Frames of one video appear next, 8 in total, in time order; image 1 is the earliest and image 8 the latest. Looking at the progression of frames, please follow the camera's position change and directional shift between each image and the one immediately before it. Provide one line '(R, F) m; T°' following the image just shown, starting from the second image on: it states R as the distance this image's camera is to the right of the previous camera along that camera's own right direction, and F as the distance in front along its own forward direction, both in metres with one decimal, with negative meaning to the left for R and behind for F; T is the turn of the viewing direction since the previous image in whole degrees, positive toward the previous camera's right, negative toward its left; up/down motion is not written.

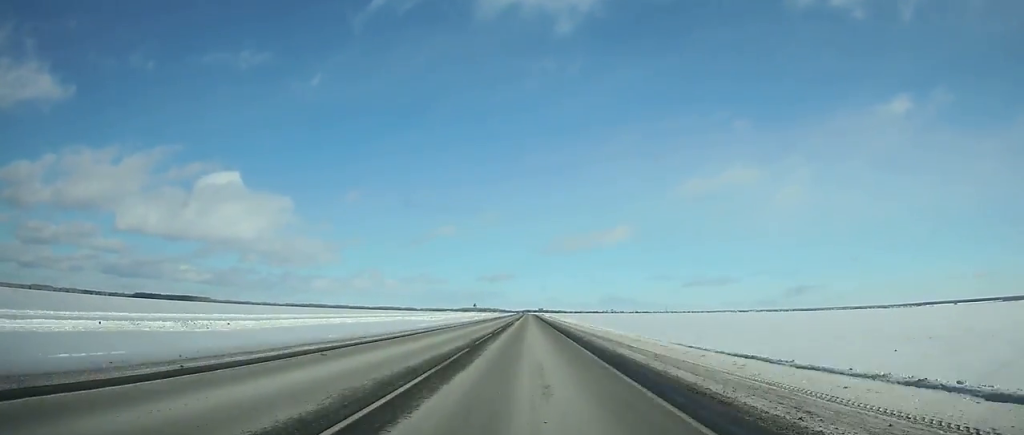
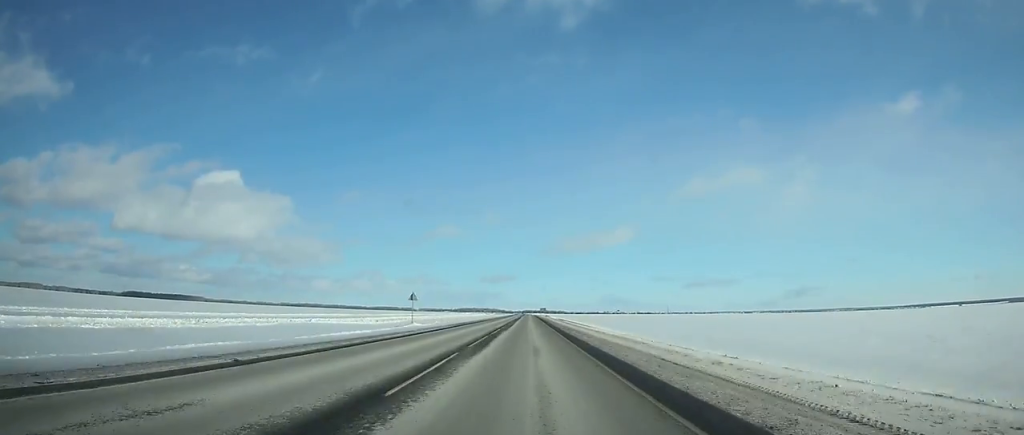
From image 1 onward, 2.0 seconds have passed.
(-0.1, +63.0) m; 0°
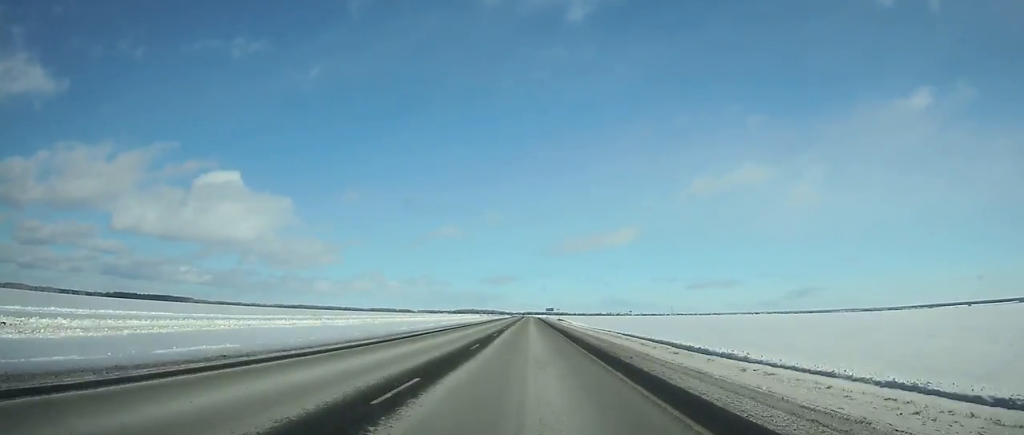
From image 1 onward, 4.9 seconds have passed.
(+0.1, +91.9) m; 0°
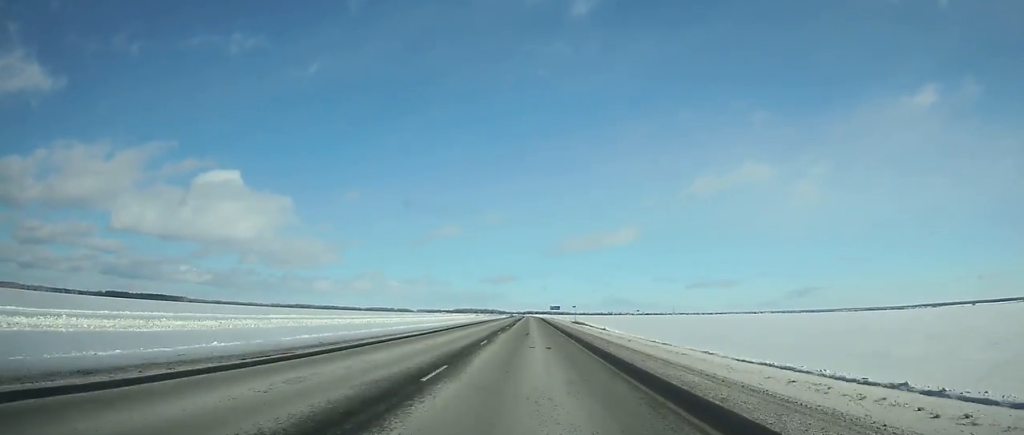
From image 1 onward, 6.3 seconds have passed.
(0.0, +44.7) m; 0°
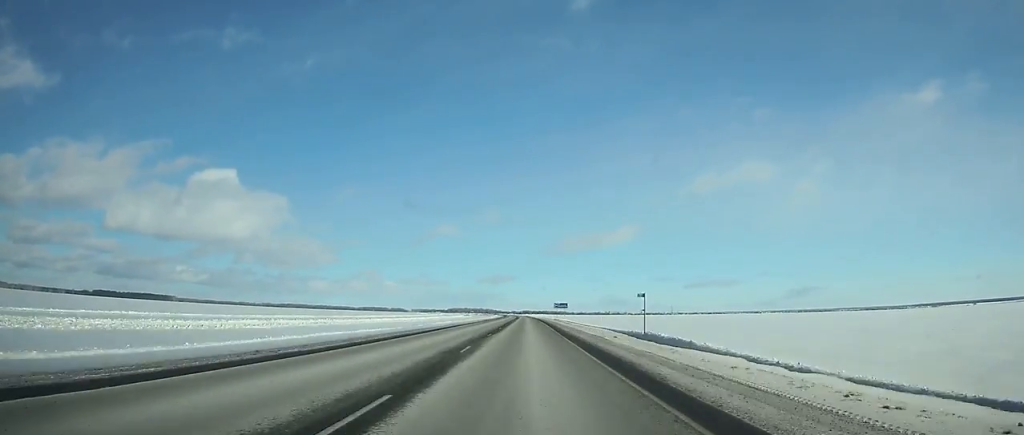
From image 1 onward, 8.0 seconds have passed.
(0.0, +54.3) m; 0°
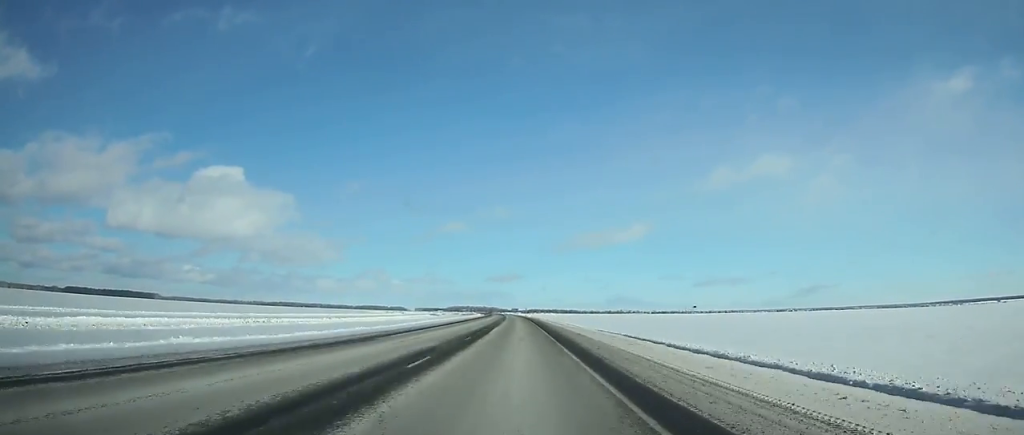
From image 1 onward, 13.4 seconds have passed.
(-0.4, +174.8) m; -1°
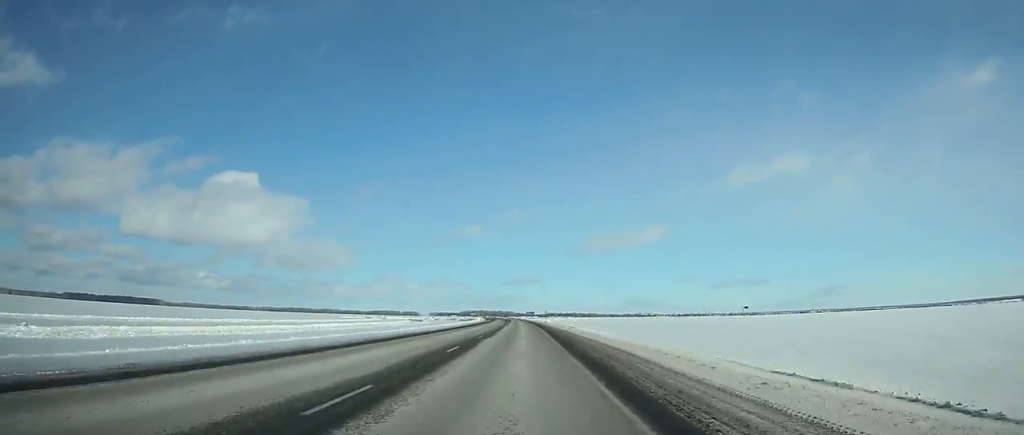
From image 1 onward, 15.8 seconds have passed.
(-1.3, +78.5) m; -1°
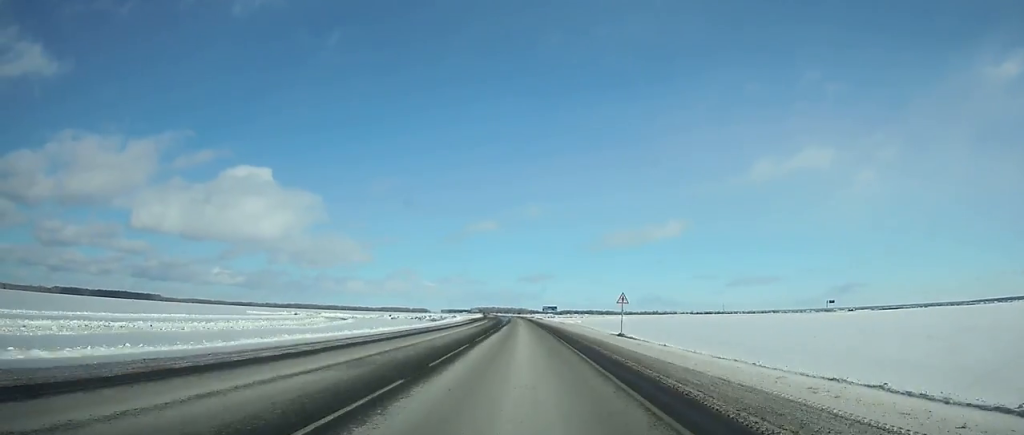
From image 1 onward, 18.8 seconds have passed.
(-1.2, +98.3) m; -1°
